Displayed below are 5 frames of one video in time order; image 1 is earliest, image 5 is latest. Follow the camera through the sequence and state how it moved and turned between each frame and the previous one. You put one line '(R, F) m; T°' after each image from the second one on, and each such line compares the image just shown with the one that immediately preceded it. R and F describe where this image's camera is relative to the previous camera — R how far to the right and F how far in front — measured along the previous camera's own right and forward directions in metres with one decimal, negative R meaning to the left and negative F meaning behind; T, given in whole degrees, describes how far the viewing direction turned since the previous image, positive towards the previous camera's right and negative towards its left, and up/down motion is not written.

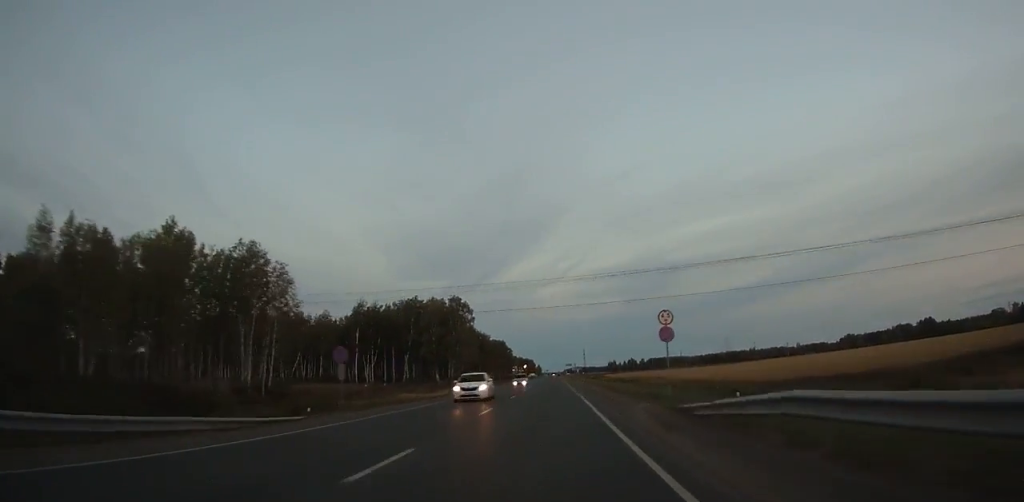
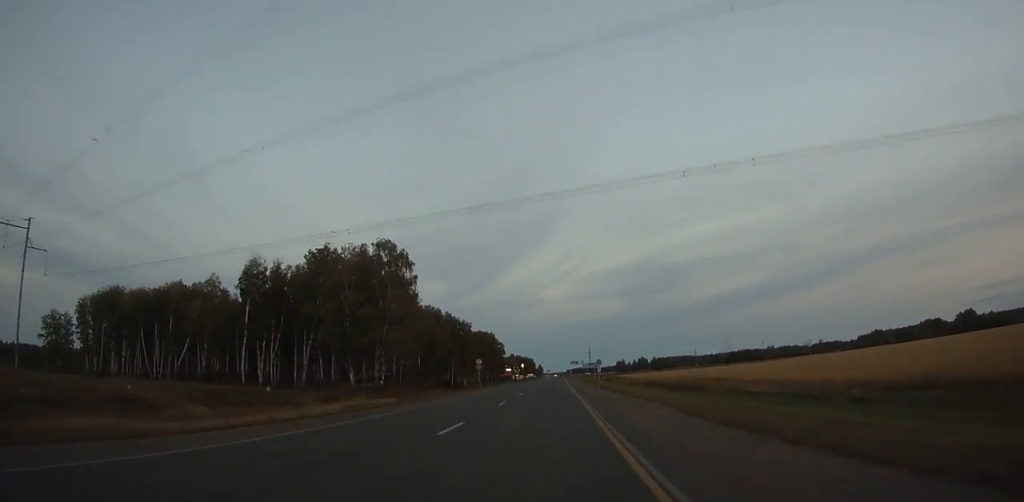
(-0.3, +67.1) m; -1°
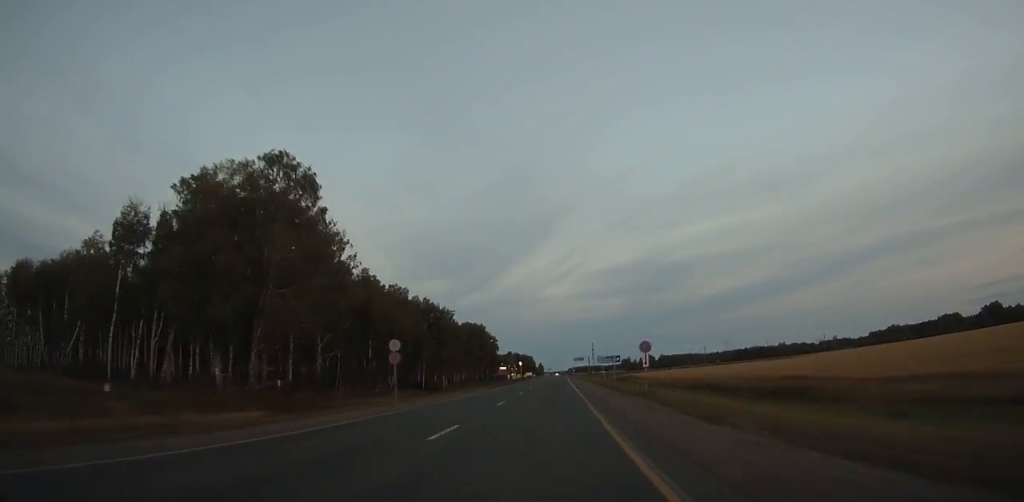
(-0.5, +36.8) m; 0°
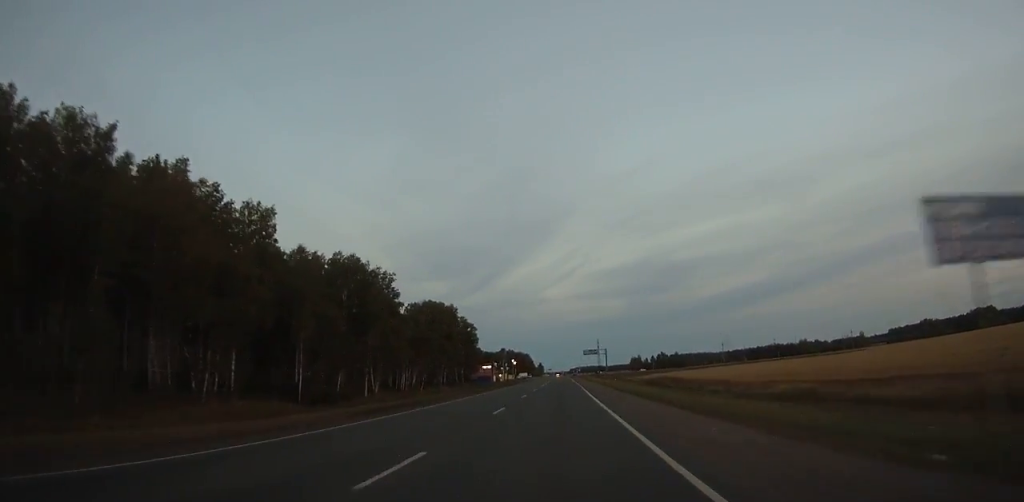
(0.0, +62.9) m; 0°
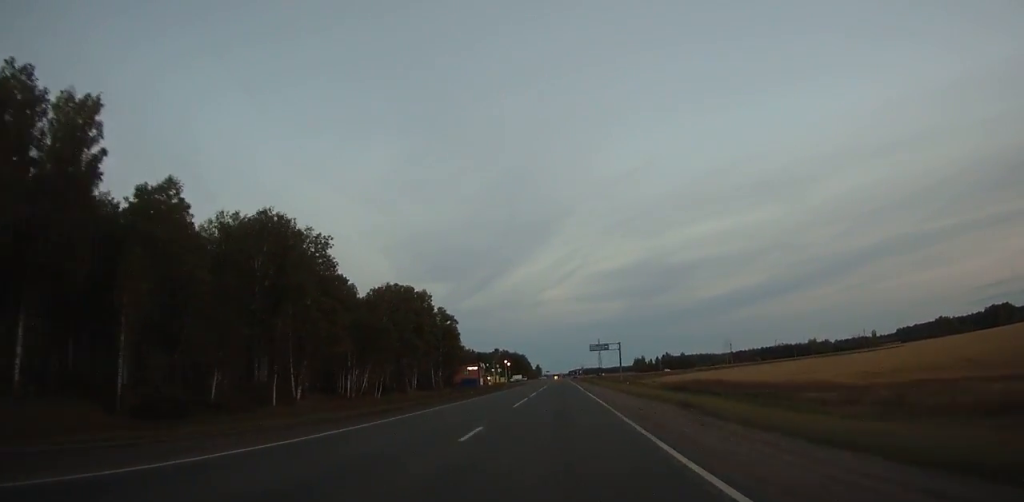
(0.0, +29.4) m; 0°
